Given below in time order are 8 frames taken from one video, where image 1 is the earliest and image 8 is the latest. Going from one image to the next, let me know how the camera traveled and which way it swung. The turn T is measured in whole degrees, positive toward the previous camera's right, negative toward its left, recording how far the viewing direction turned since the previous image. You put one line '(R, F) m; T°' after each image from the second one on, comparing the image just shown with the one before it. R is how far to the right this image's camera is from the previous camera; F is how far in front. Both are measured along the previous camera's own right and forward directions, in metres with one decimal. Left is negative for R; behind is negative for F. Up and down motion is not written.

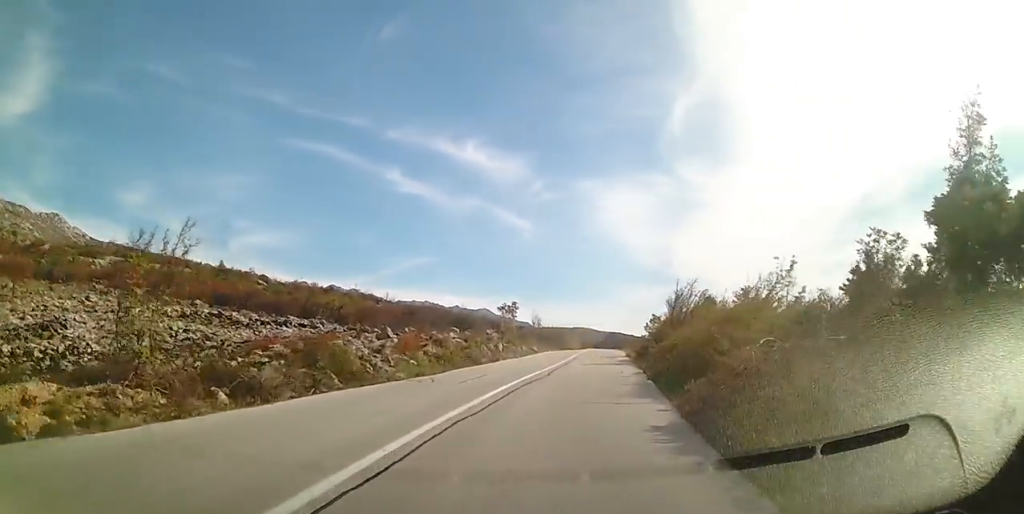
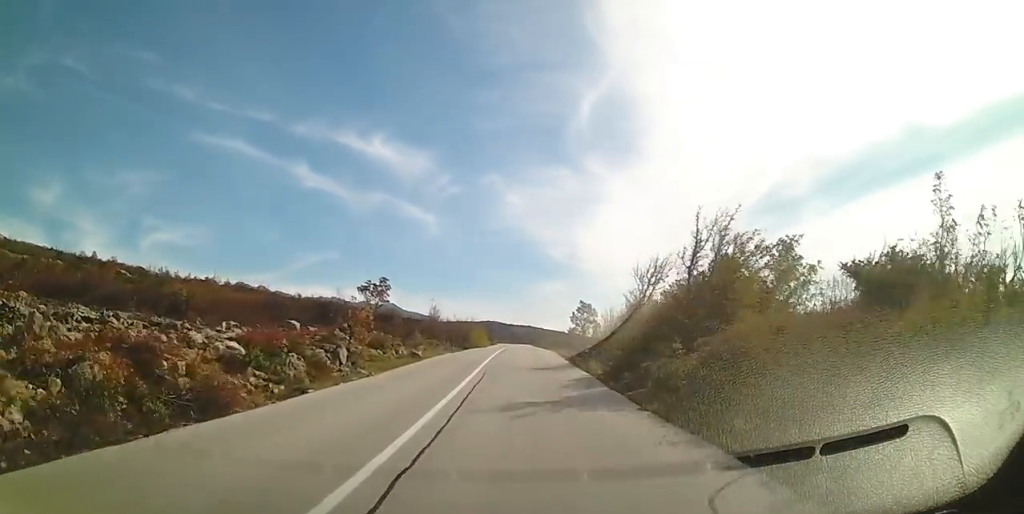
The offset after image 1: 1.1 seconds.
(+2.4, +14.8) m; +10°
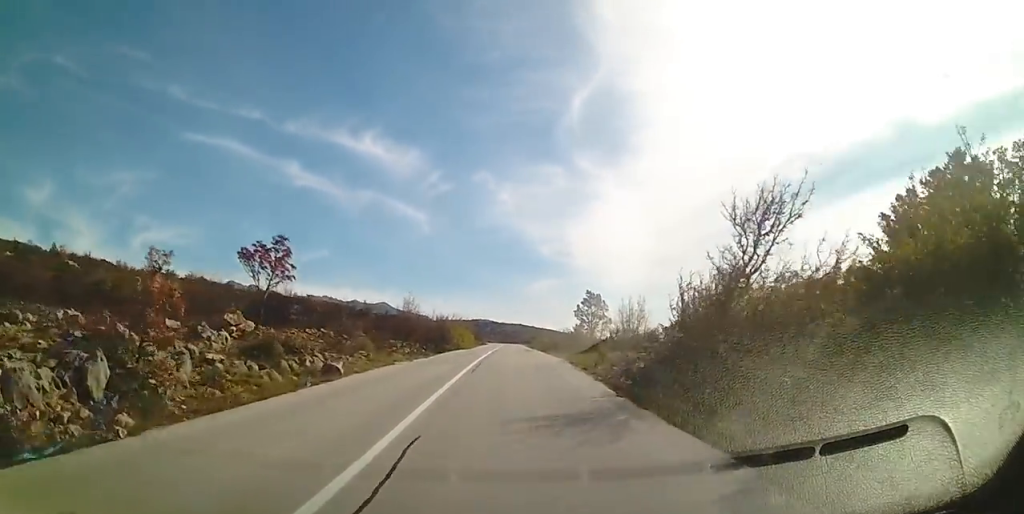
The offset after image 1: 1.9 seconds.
(+0.2, +10.7) m; +1°
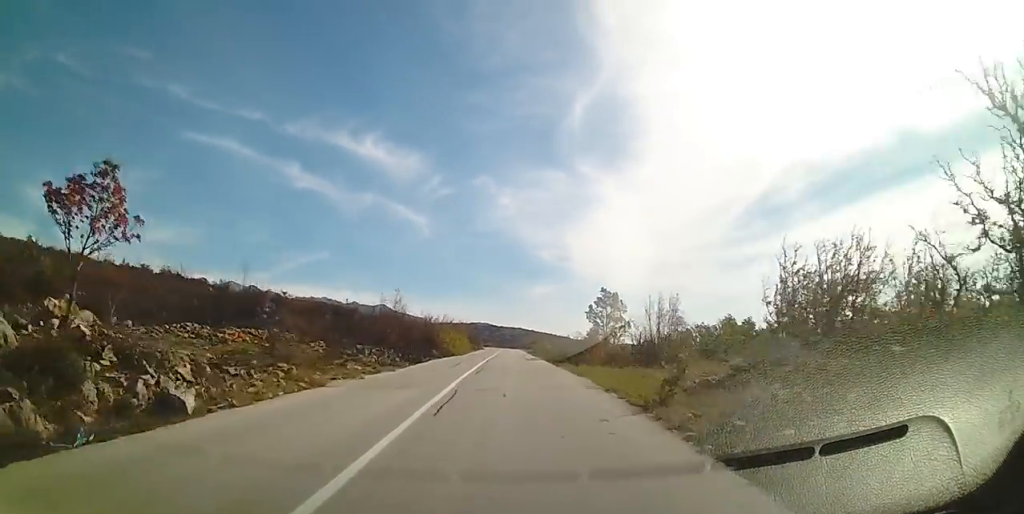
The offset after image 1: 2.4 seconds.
(0.0, +7.5) m; 0°
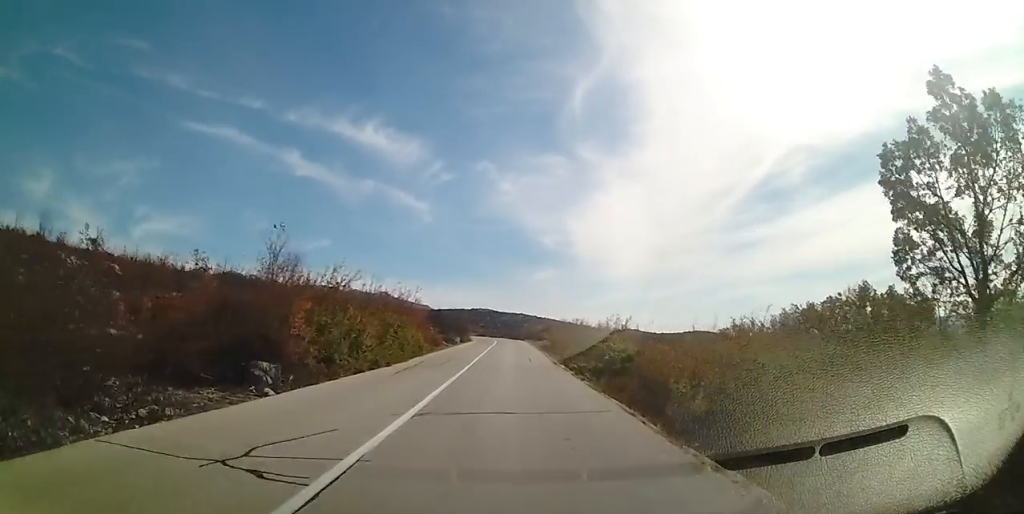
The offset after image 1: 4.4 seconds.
(-0.7, +30.8) m; -3°
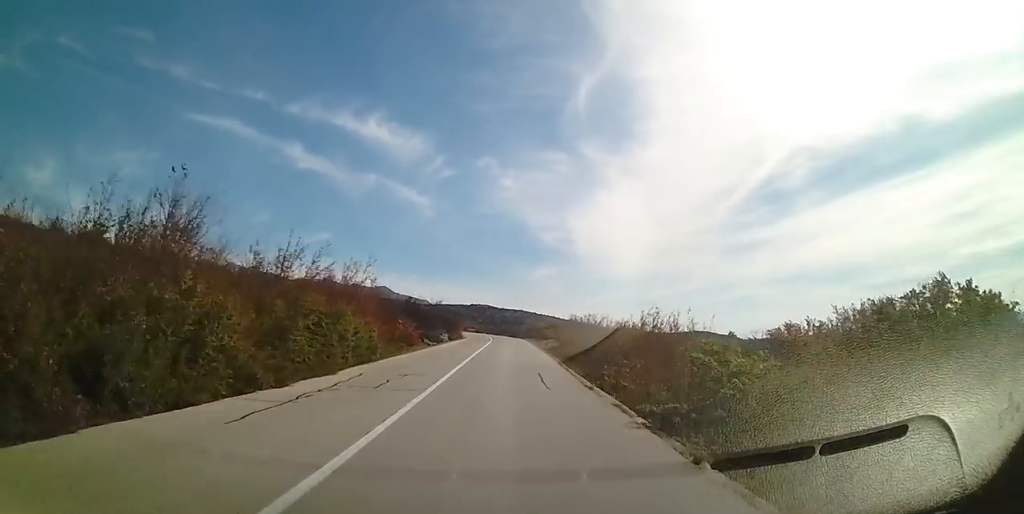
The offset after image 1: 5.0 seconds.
(-0.2, +9.8) m; -1°
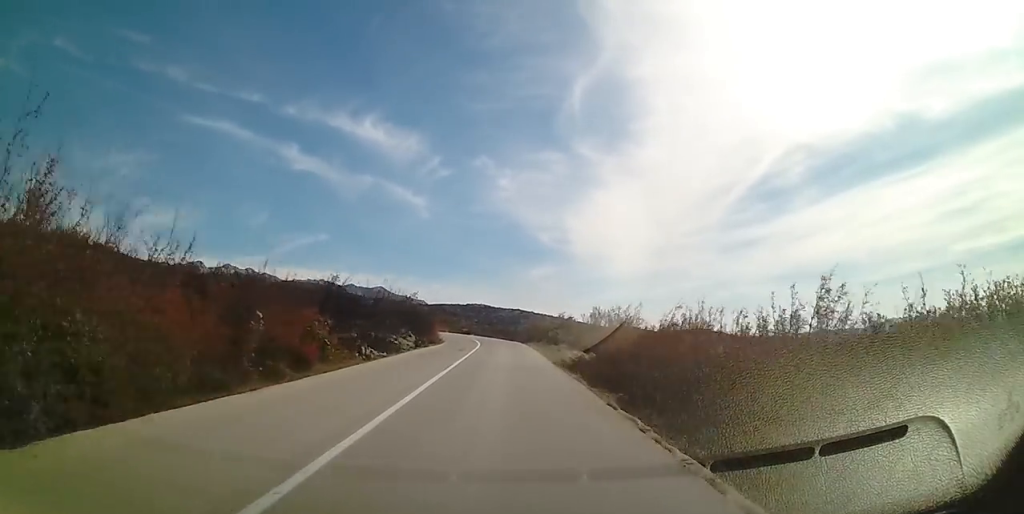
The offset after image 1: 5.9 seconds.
(0.0, +14.7) m; +2°
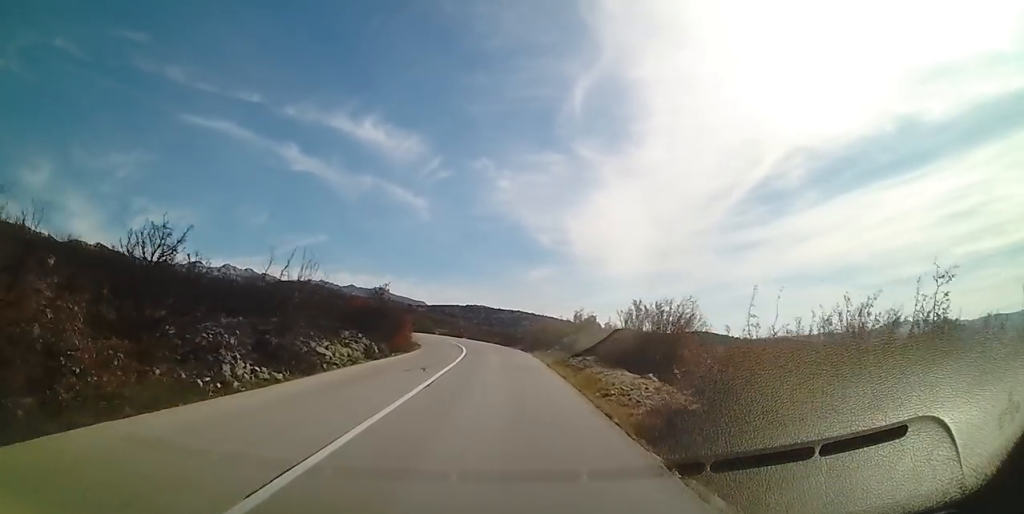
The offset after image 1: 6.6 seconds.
(+0.3, +11.6) m; +1°
